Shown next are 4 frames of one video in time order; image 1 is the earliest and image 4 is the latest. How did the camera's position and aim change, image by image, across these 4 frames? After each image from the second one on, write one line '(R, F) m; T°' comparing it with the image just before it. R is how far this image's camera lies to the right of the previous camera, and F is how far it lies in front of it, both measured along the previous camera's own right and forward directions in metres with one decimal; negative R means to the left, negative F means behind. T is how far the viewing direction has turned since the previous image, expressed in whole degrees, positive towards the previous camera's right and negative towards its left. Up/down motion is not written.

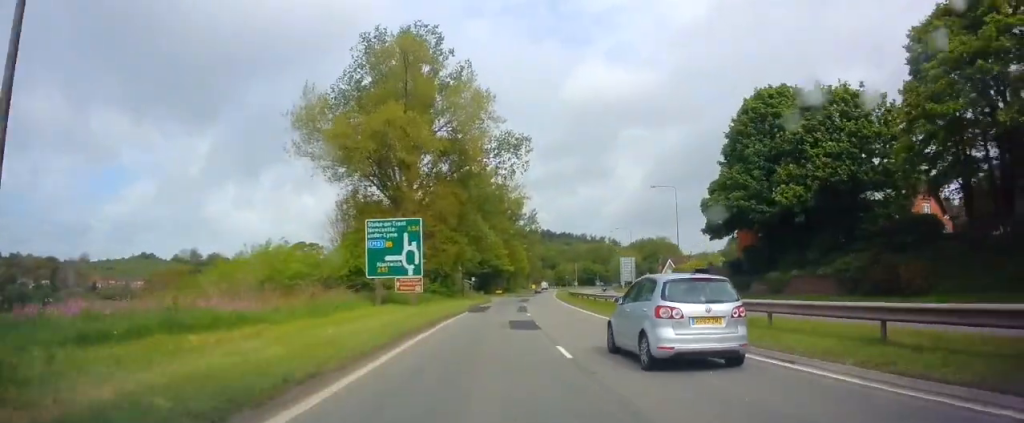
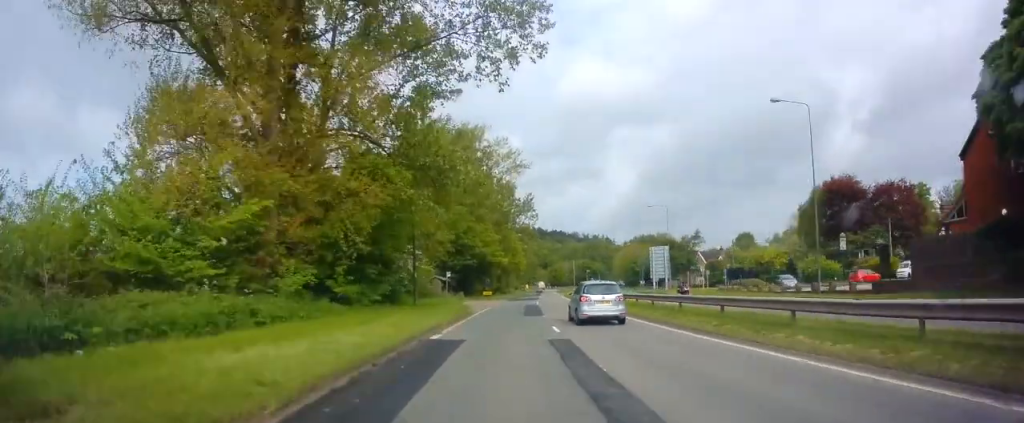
(0.0, +29.8) m; +2°
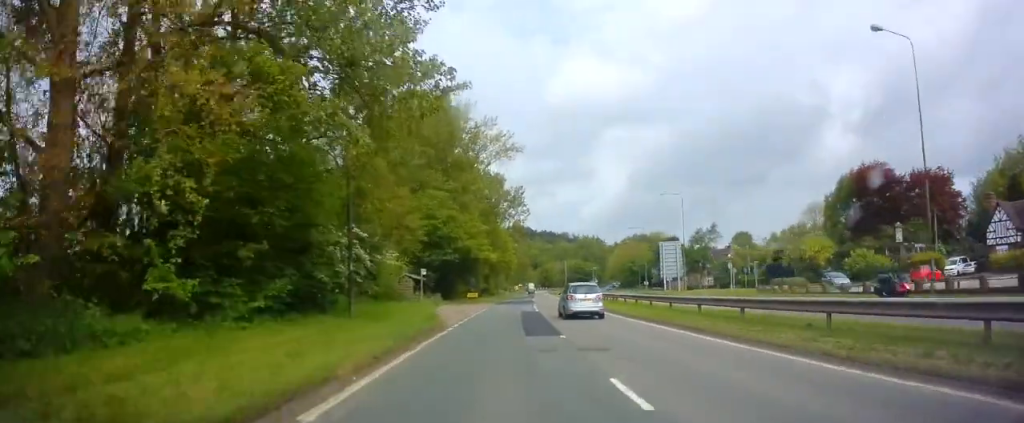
(+0.1, +11.5) m; +1°
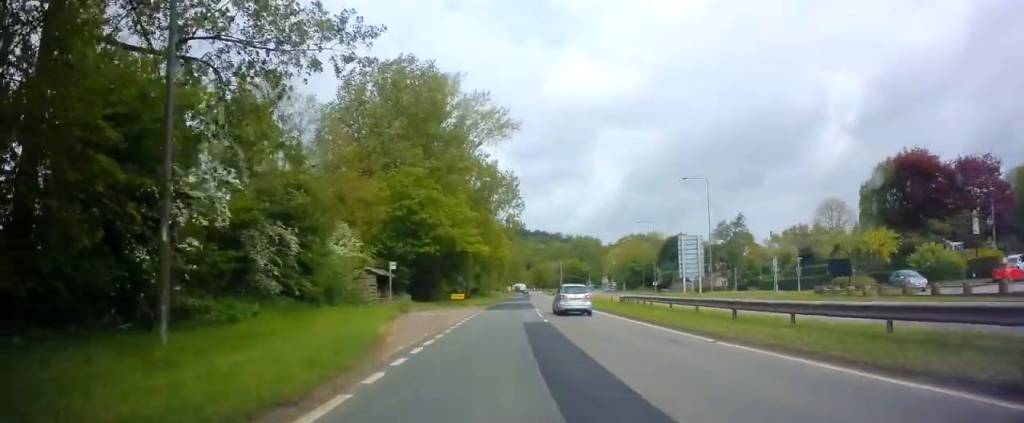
(+0.1, +11.0) m; +1°
